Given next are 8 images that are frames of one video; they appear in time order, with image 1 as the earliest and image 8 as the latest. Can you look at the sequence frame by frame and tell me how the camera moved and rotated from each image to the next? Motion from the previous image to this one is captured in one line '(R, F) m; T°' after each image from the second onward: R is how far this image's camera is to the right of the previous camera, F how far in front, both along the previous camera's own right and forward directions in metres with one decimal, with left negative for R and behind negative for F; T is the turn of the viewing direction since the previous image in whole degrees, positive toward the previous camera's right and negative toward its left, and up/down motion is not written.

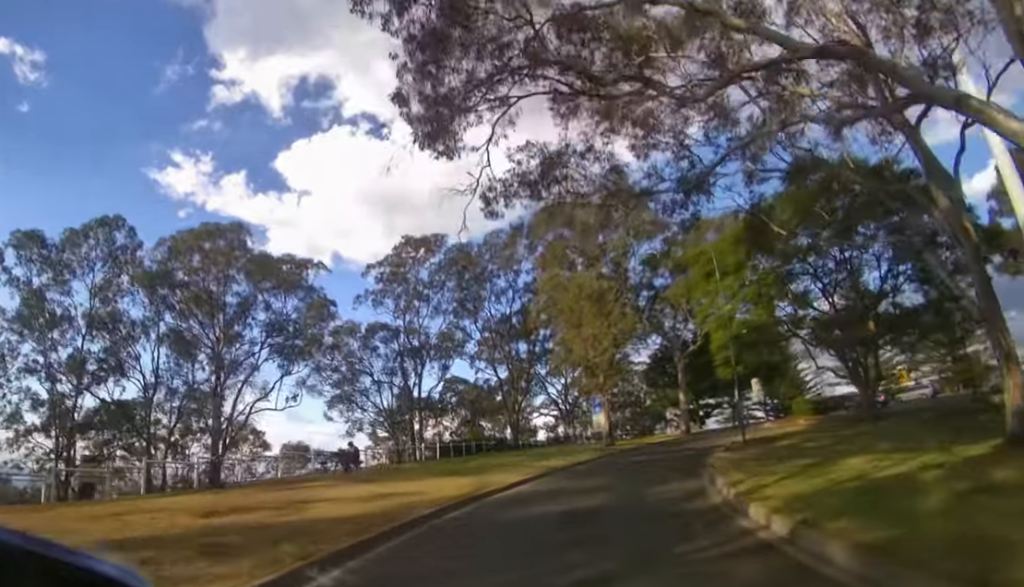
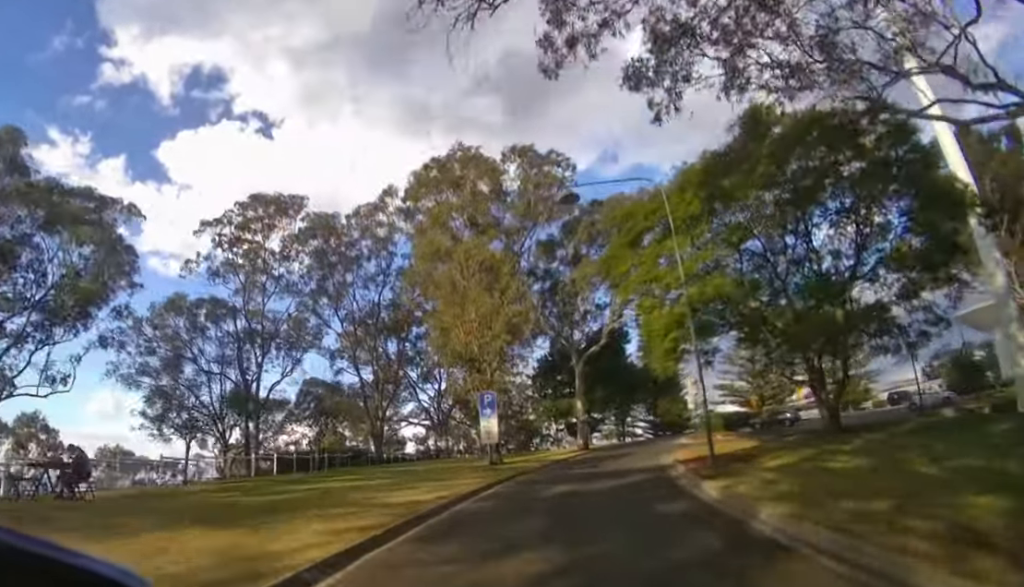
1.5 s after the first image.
(+1.1, +8.0) m; +18°
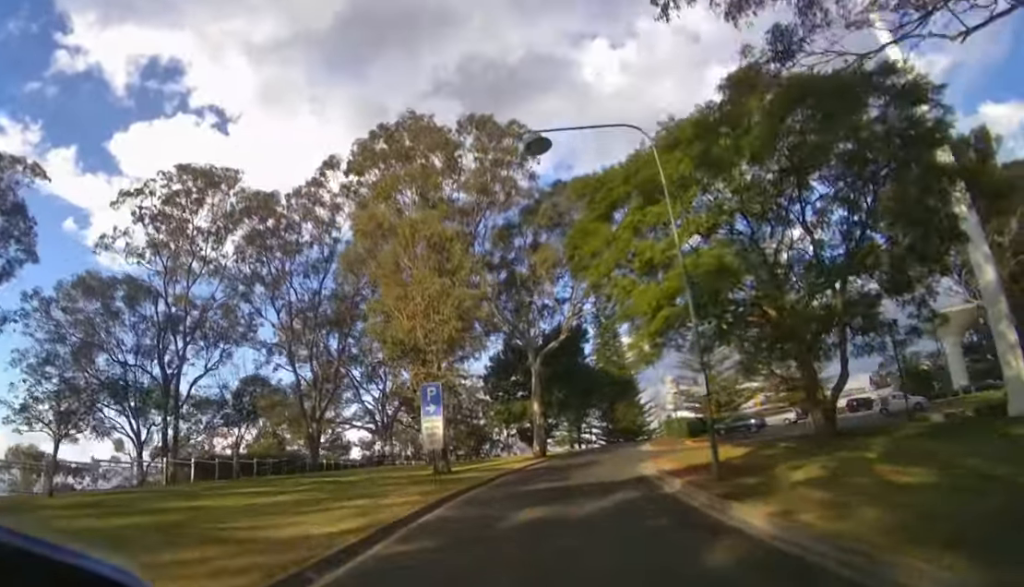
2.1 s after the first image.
(+0.3, +3.7) m; +7°
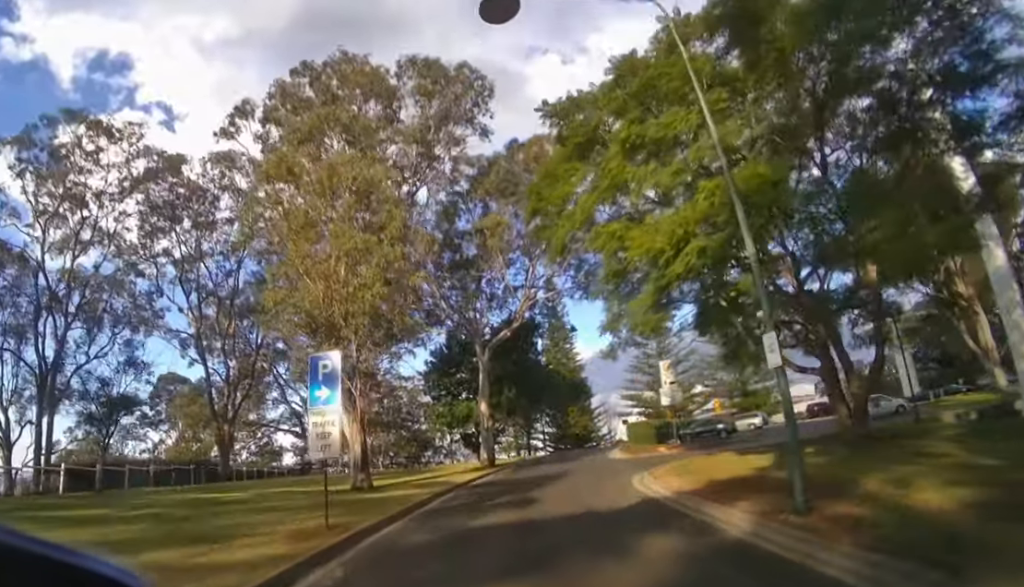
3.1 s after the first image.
(+0.4, +5.2) m; +6°
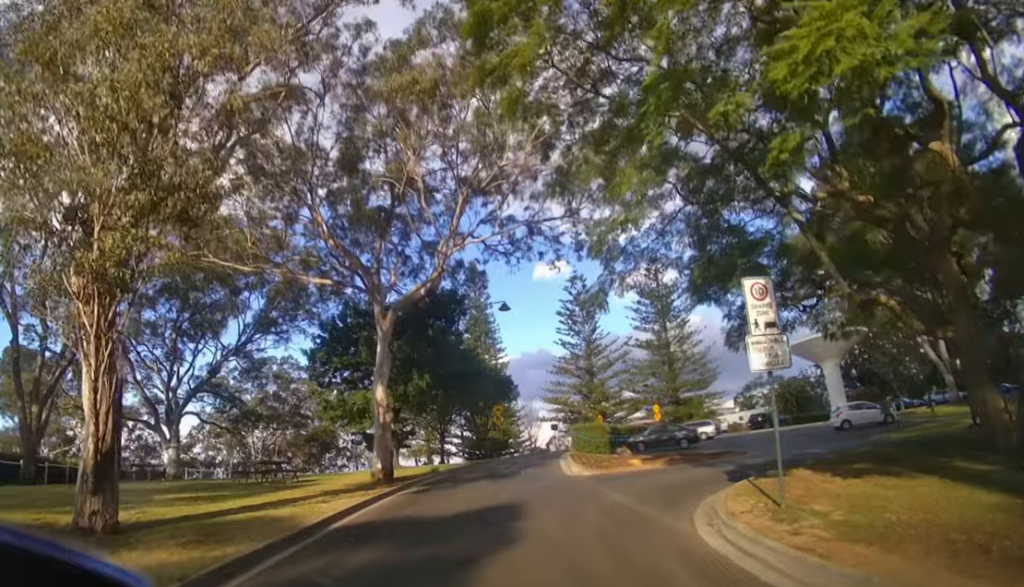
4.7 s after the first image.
(+0.8, +8.4) m; +14°
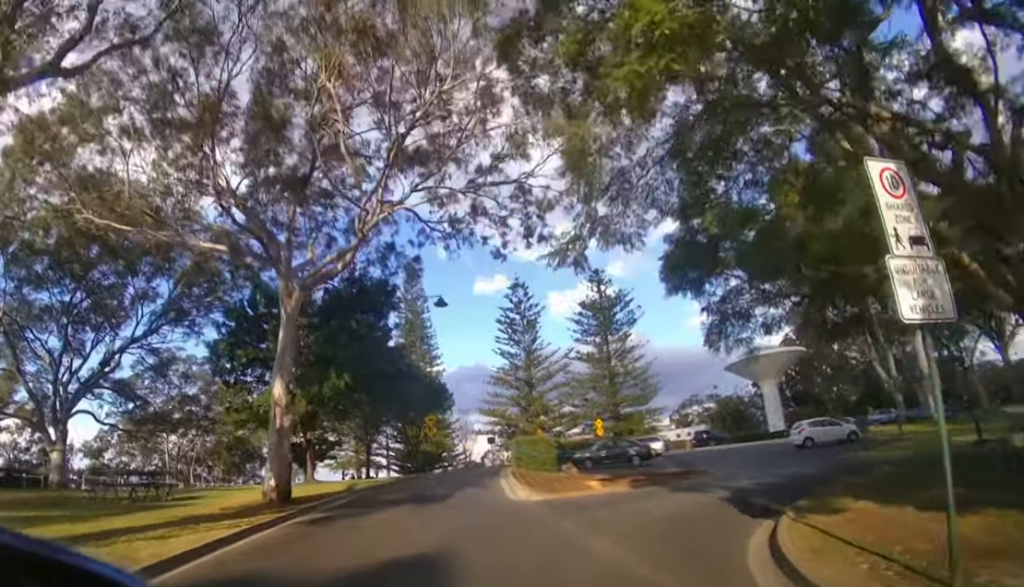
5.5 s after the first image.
(+0.3, +4.0) m; +10°
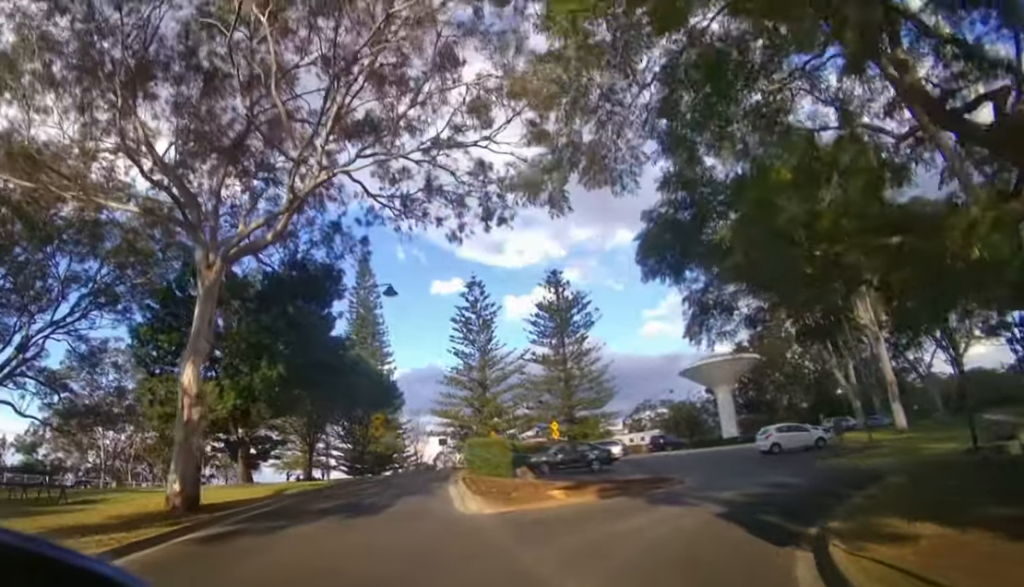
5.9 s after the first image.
(+0.2, +2.3) m; +5°
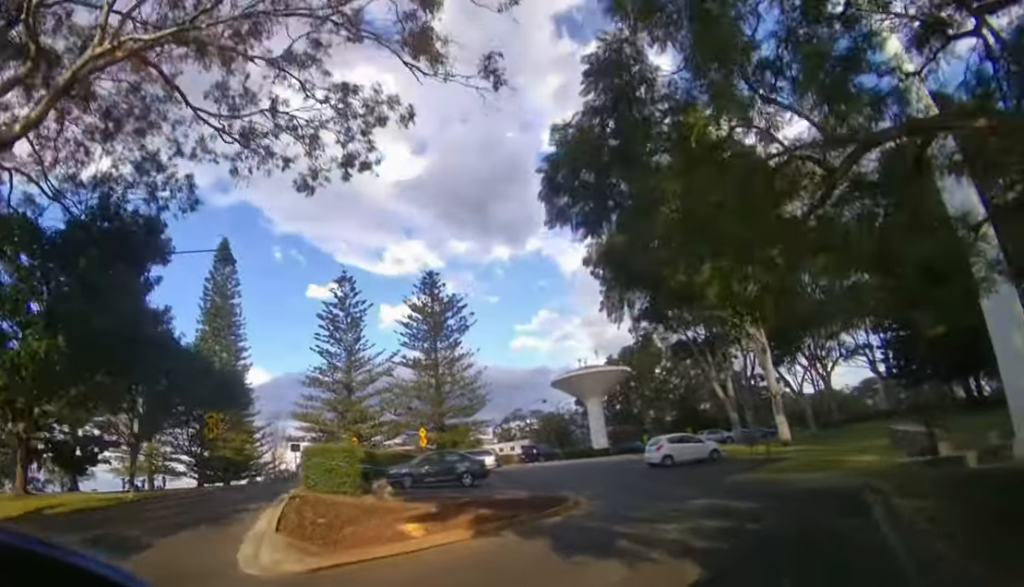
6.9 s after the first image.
(+0.4, +4.6) m; +11°
